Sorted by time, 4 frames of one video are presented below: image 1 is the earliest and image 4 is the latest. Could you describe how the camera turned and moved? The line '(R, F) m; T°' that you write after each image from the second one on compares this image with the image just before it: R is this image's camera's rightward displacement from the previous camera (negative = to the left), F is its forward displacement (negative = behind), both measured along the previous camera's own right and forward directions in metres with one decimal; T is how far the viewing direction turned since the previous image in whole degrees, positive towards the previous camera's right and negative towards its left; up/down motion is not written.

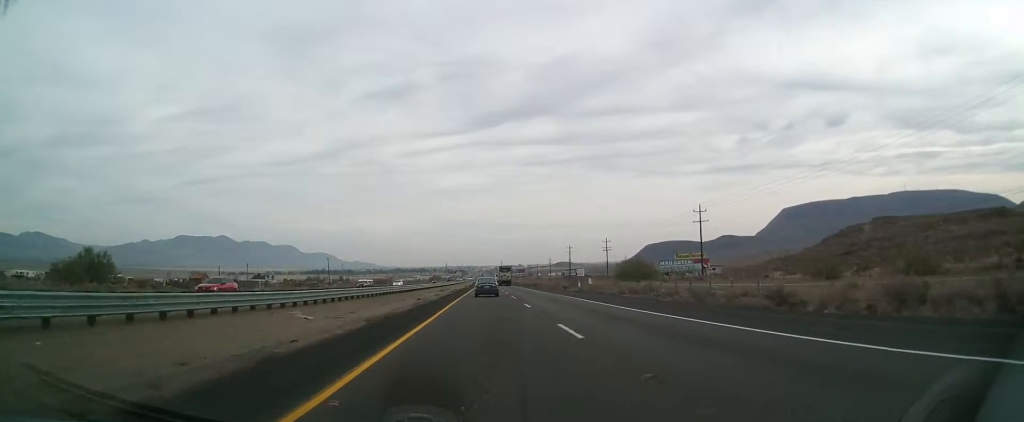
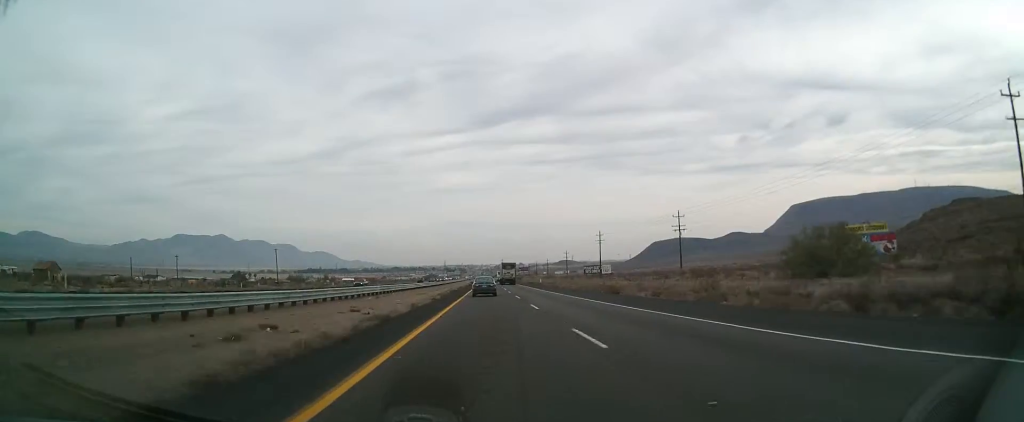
(+1.3, +74.5) m; +1°
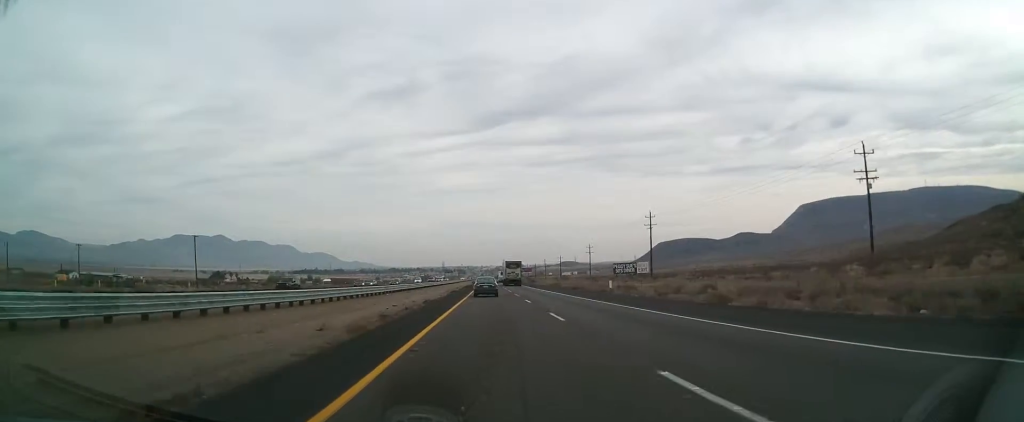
(-0.5, +65.5) m; 0°
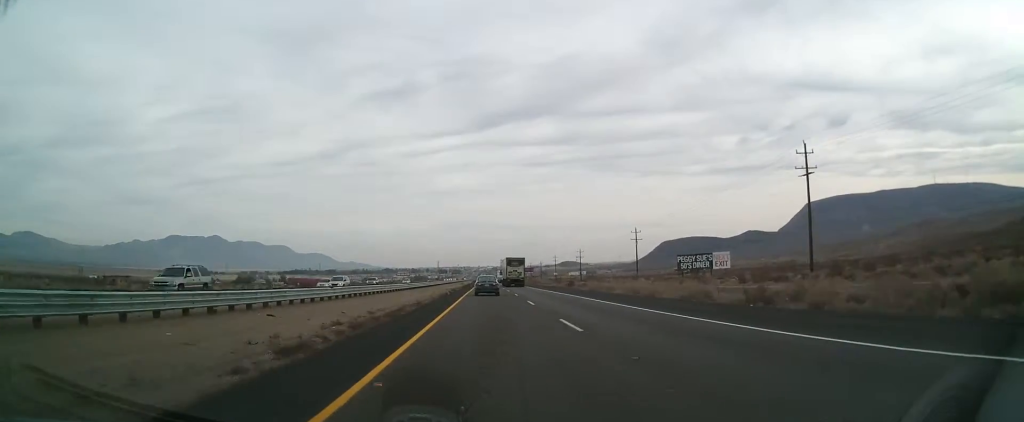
(+0.6, +76.6) m; 0°
